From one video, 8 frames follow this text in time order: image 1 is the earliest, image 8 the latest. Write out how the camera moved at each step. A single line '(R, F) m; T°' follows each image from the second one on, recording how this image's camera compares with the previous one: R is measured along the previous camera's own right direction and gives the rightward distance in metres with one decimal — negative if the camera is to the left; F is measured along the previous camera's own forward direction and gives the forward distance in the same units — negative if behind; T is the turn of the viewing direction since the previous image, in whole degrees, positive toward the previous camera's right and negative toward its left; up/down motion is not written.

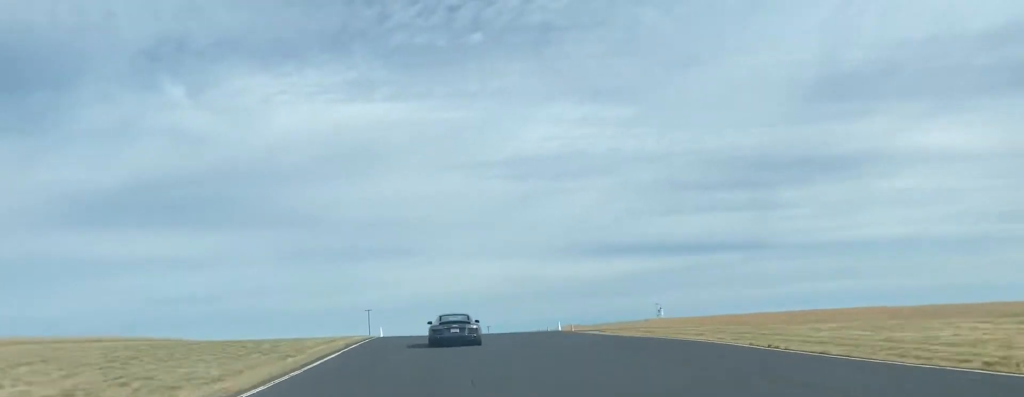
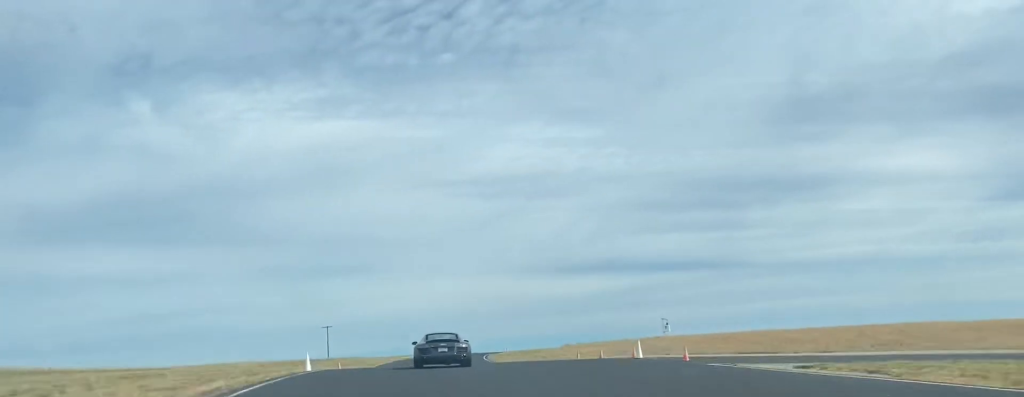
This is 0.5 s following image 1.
(0.0, +24.7) m; +1°
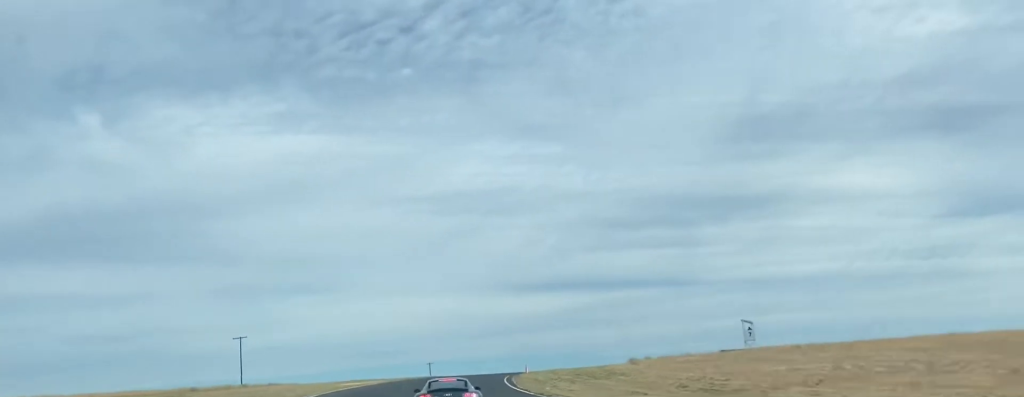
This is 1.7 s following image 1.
(+2.0, +52.8) m; +6°
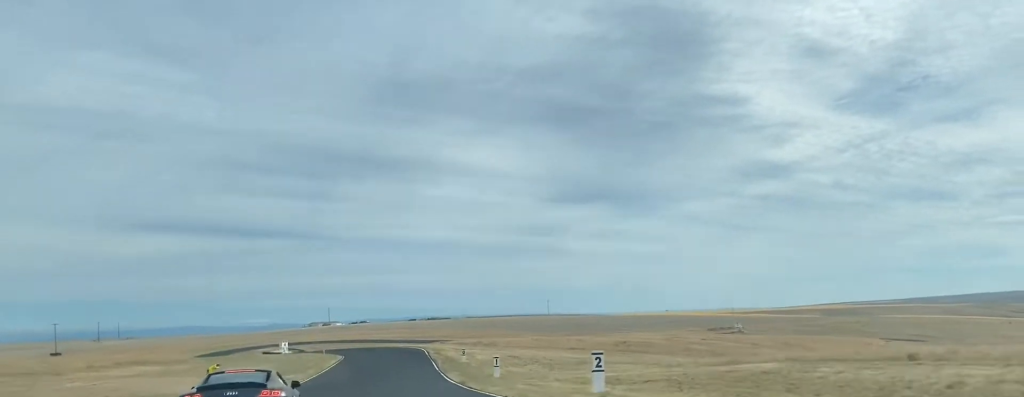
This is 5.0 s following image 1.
(+32.0, +130.6) m; +27°
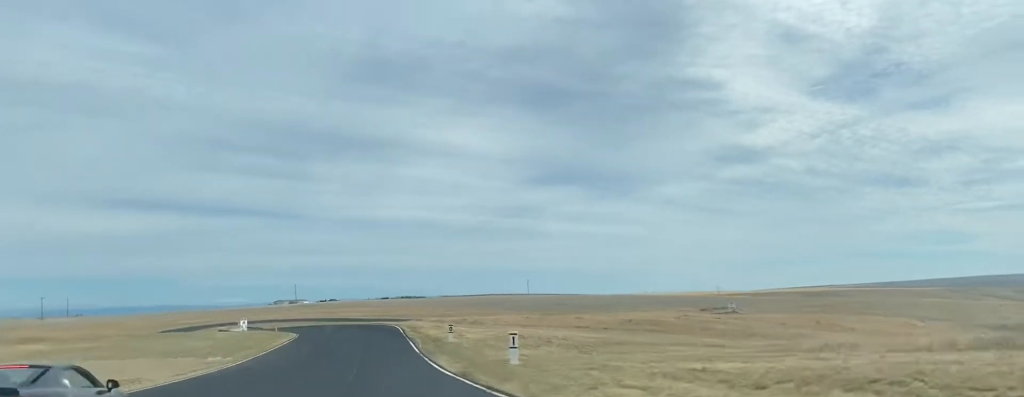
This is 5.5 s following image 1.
(+0.6, +22.4) m; +2°
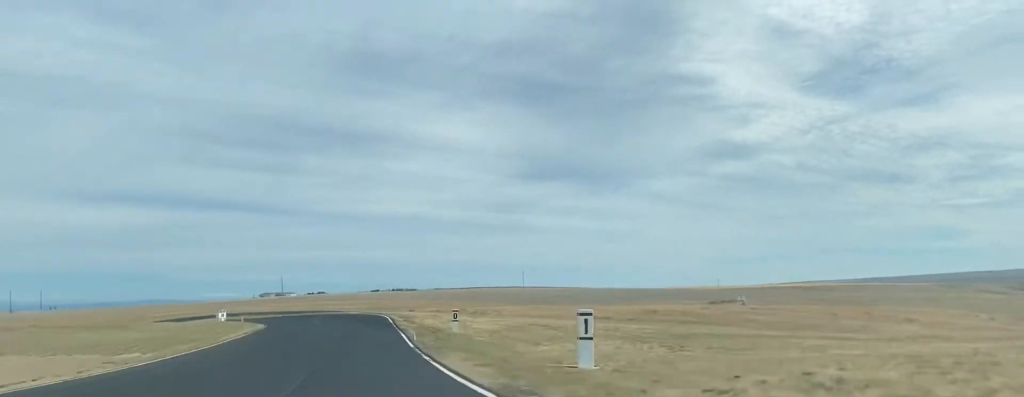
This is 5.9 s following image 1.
(+0.2, +15.7) m; -1°
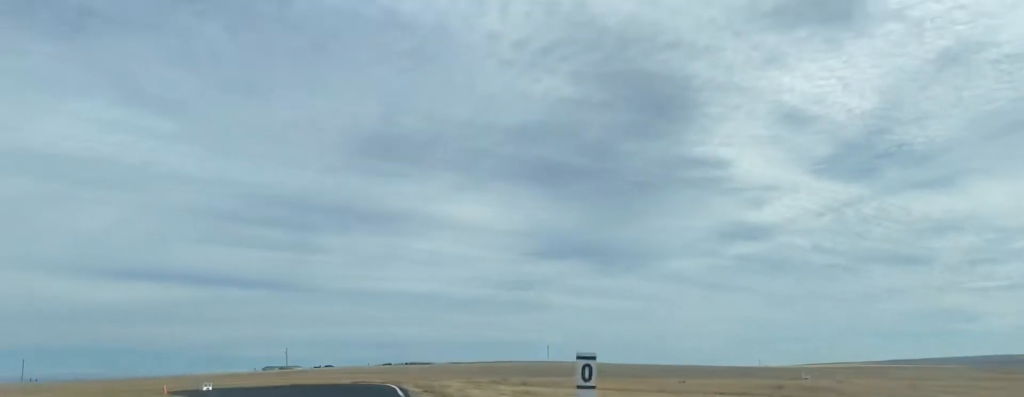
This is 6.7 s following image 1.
(0.0, +31.8) m; -3°
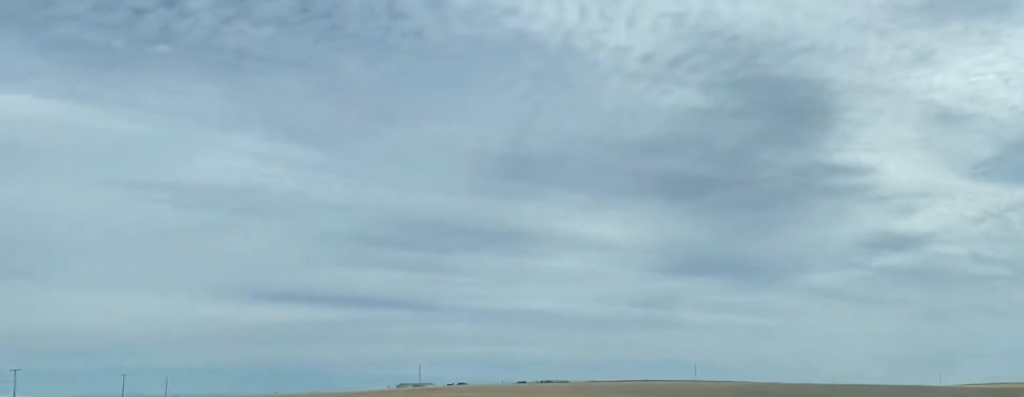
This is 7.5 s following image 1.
(-0.1, +27.3) m; -7°
